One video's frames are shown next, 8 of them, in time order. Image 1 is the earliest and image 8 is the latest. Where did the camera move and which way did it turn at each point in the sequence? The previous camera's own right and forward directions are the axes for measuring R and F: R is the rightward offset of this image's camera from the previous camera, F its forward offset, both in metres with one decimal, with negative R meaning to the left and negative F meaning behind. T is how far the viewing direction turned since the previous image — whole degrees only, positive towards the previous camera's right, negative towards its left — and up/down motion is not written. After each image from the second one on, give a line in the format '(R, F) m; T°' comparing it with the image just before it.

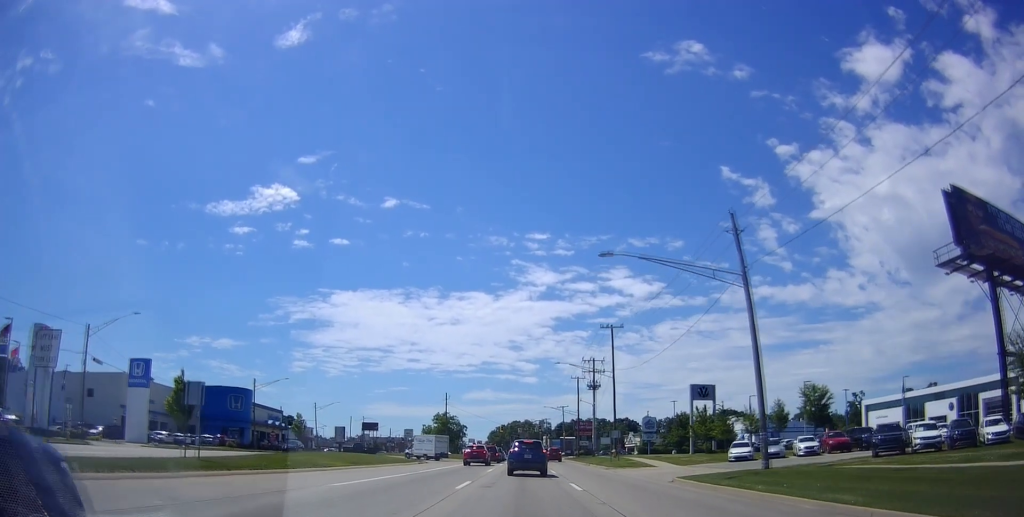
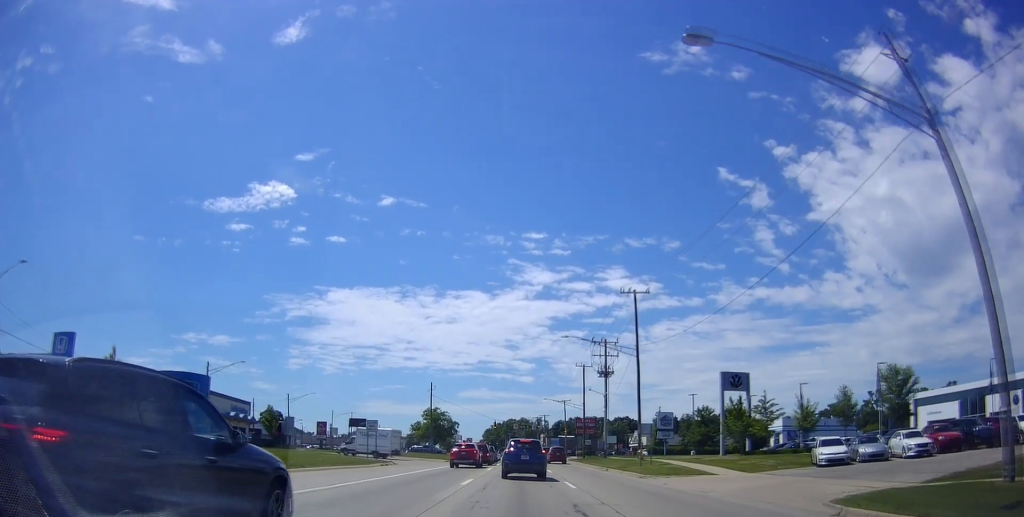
(-0.3, +15.6) m; +3°
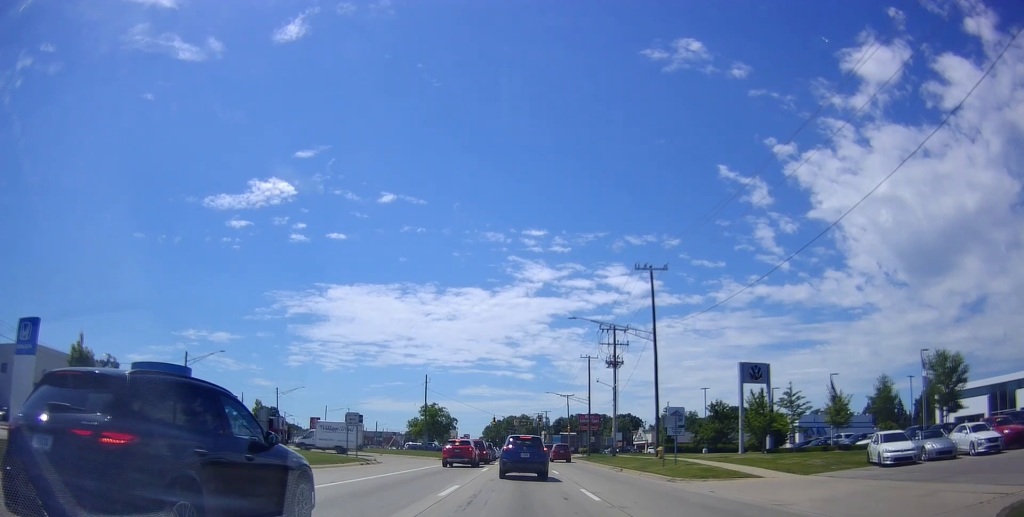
(+0.3, +6.5) m; 0°
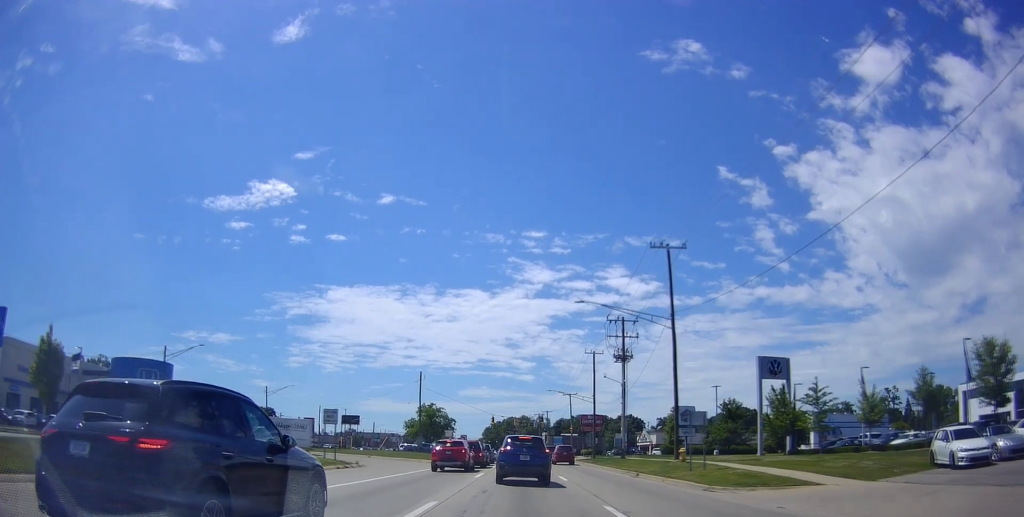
(0.0, +5.9) m; -2°
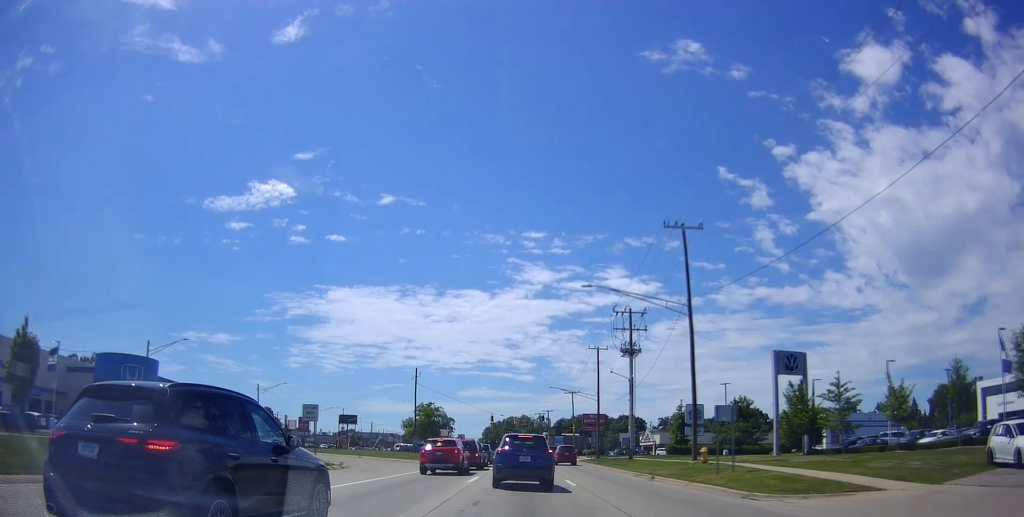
(-0.2, +4.3) m; -3°
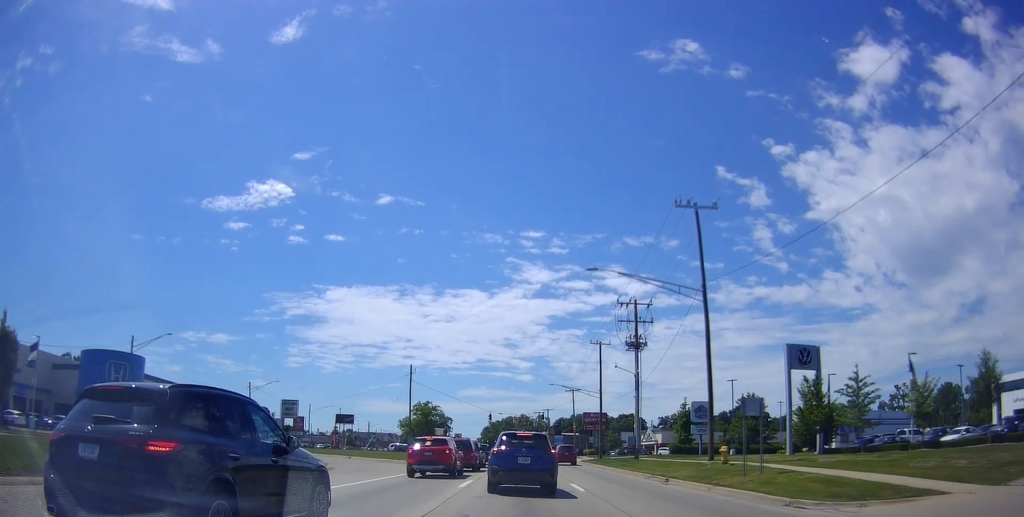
(-0.1, +3.3) m; +1°
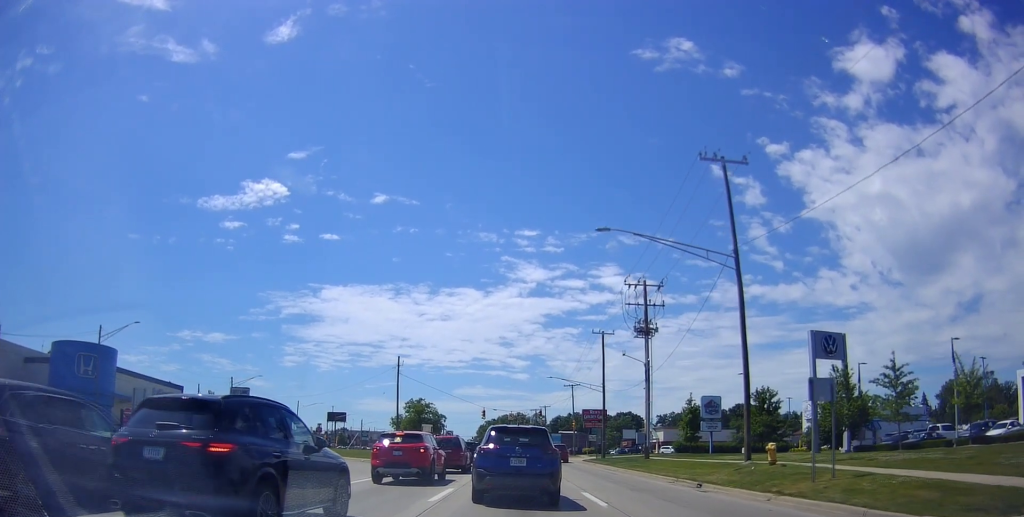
(+0.5, +7.7) m; +3°
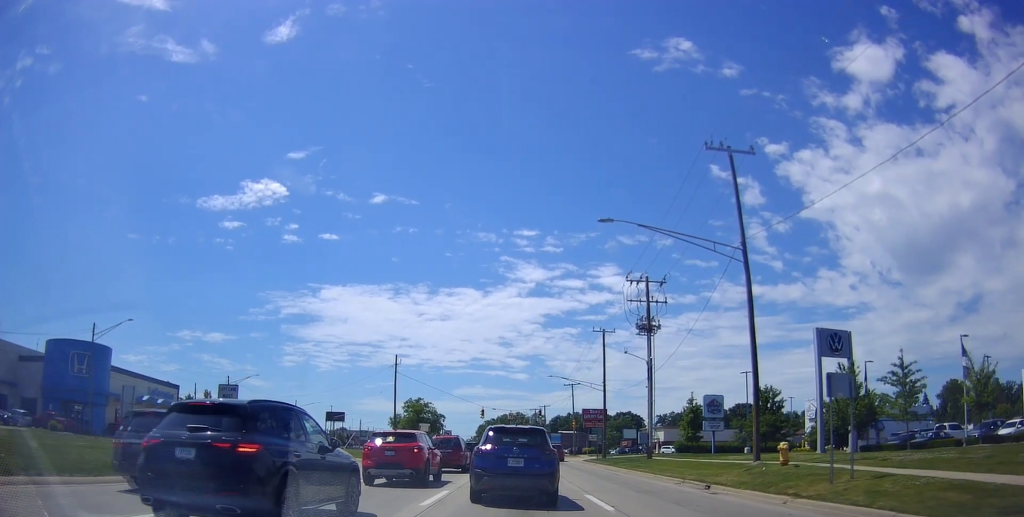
(-0.2, +2.1) m; -3°
